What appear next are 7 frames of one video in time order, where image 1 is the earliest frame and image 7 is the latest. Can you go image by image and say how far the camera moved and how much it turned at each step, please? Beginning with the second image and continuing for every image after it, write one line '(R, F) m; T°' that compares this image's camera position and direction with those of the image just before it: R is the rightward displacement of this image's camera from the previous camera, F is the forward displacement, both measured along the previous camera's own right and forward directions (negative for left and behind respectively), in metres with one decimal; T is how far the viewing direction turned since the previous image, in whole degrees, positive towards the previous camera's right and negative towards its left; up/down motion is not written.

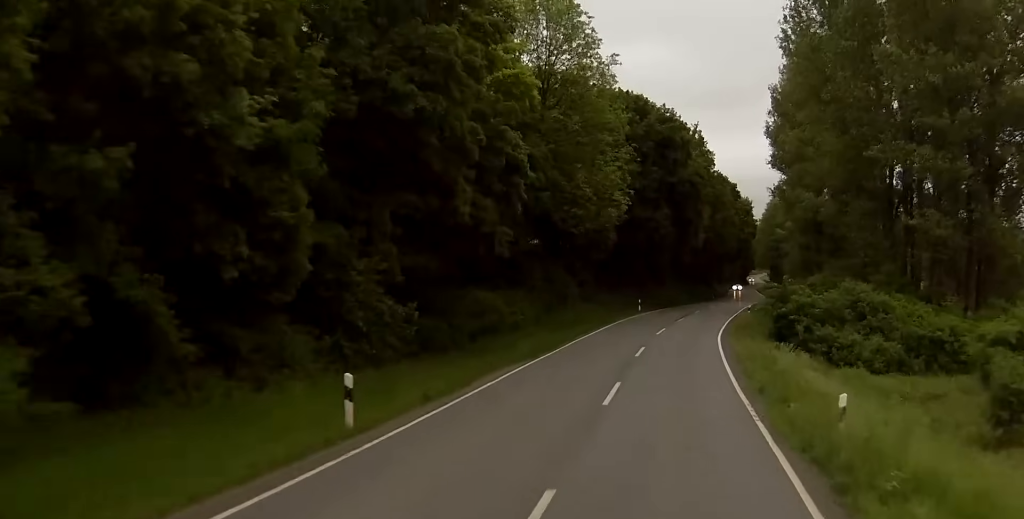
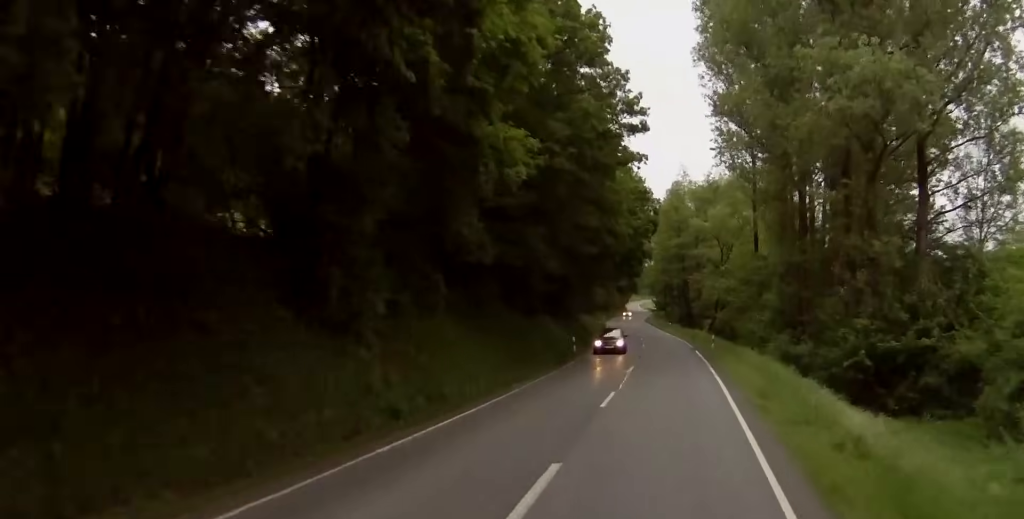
(+1.6, +67.7) m; +3°
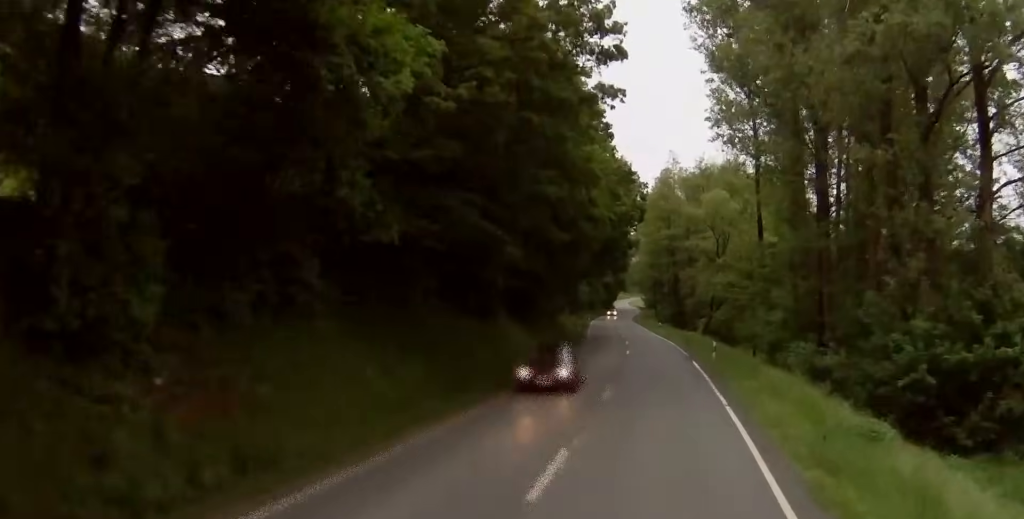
(0.0, +9.9) m; +1°
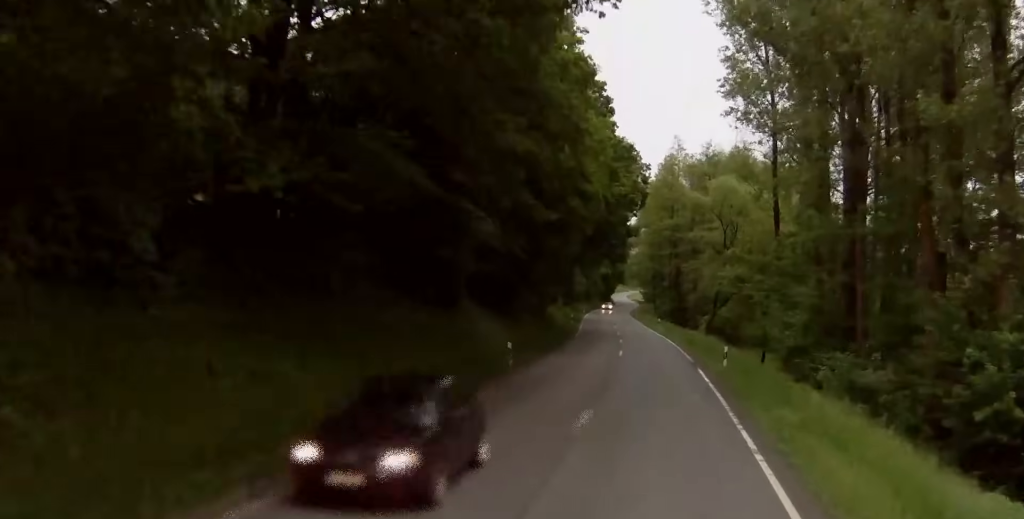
(0.0, +6.9) m; +1°
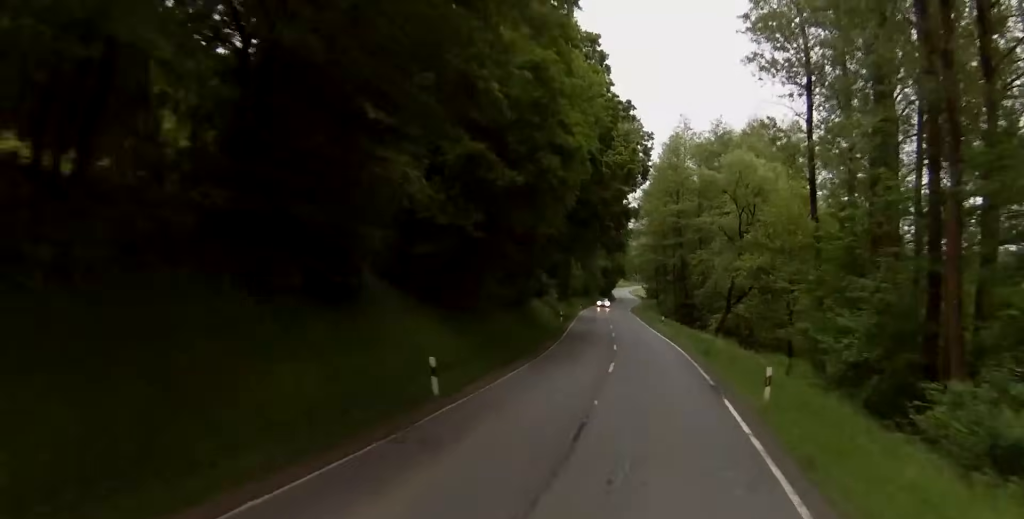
(+0.1, +10.8) m; +1°
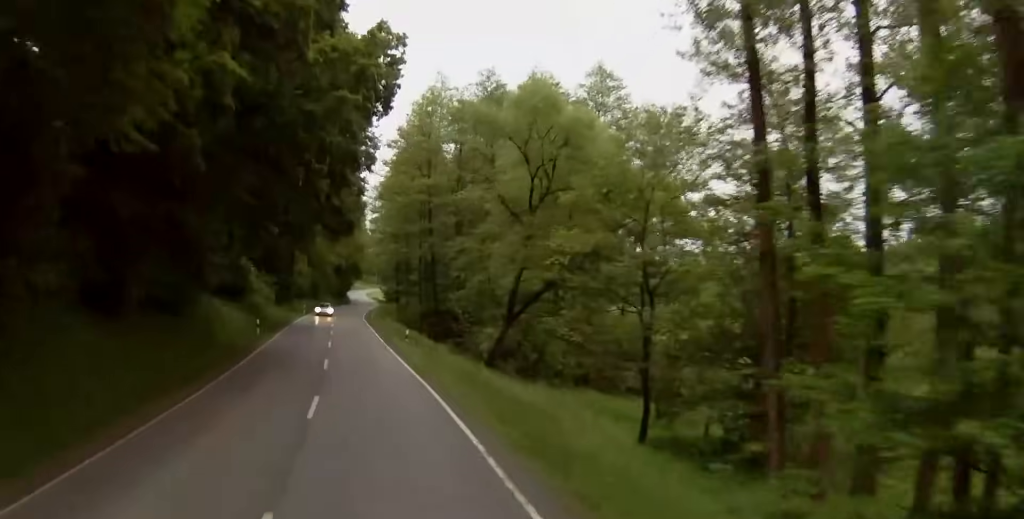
(+0.5, +21.6) m; +1°
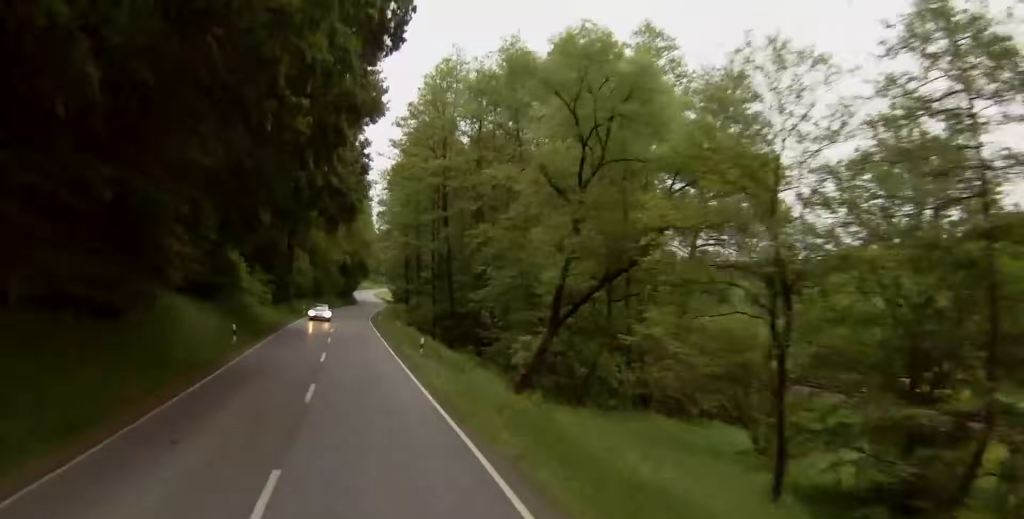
(0.0, +9.1) m; 0°
